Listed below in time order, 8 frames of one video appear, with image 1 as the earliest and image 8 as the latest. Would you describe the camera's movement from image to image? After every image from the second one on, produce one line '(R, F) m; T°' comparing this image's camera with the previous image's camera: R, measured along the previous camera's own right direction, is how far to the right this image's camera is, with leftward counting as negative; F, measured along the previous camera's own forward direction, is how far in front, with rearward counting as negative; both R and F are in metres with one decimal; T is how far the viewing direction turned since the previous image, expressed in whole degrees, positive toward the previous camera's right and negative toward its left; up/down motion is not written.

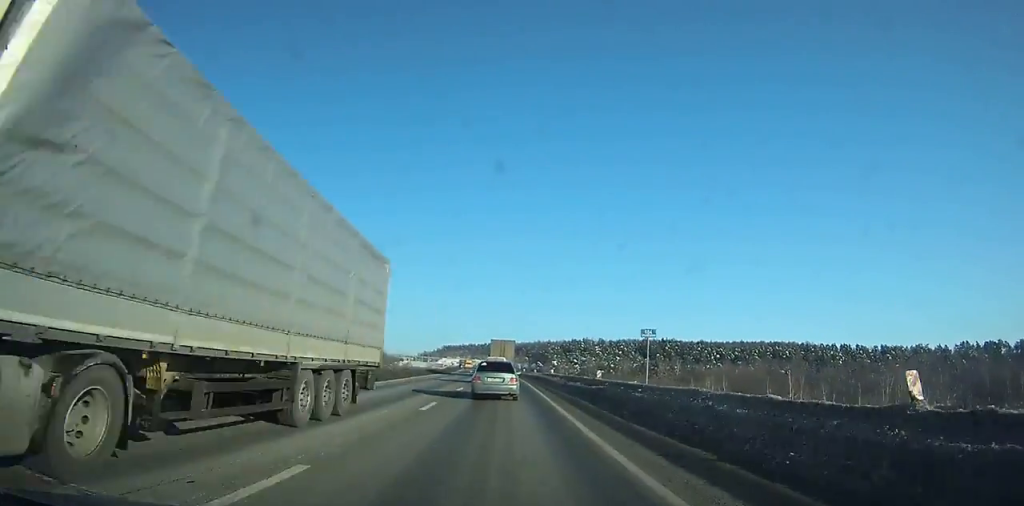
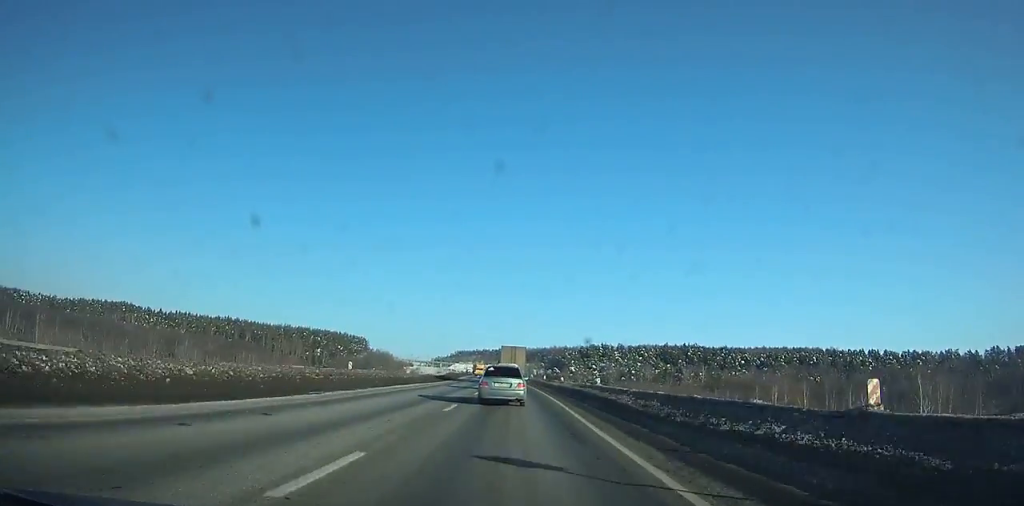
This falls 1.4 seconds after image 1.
(-0.3, +22.1) m; -1°
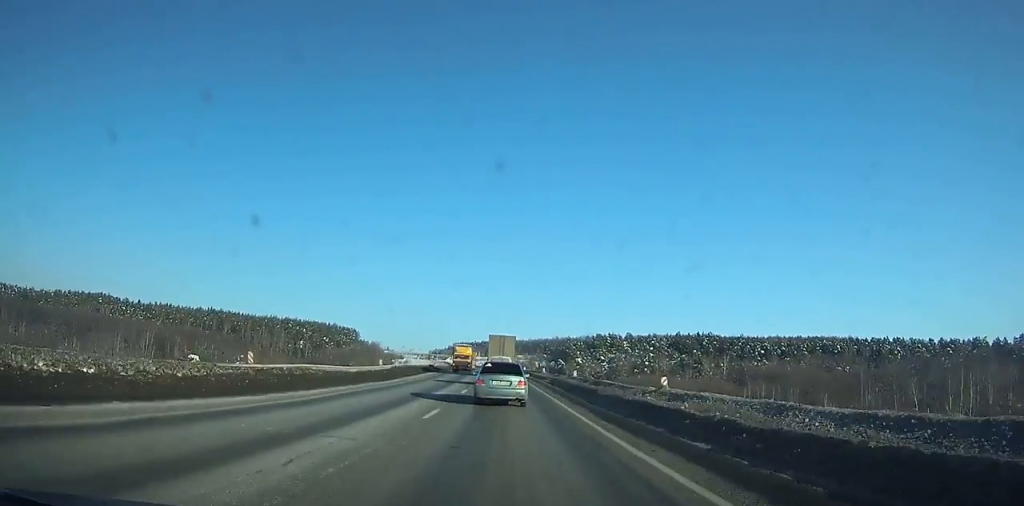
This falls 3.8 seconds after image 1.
(-0.3, +36.8) m; -1°
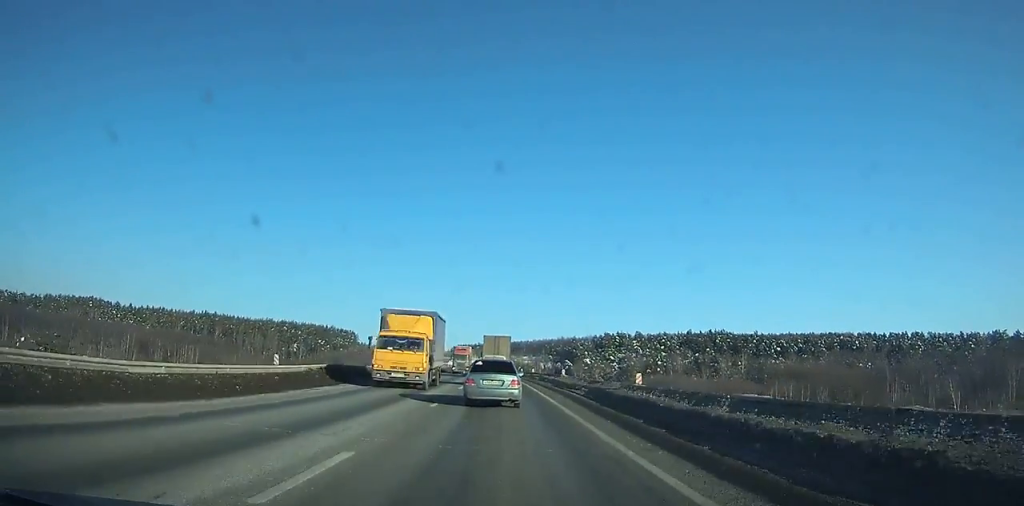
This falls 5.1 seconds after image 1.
(0.0, +19.4) m; -1°
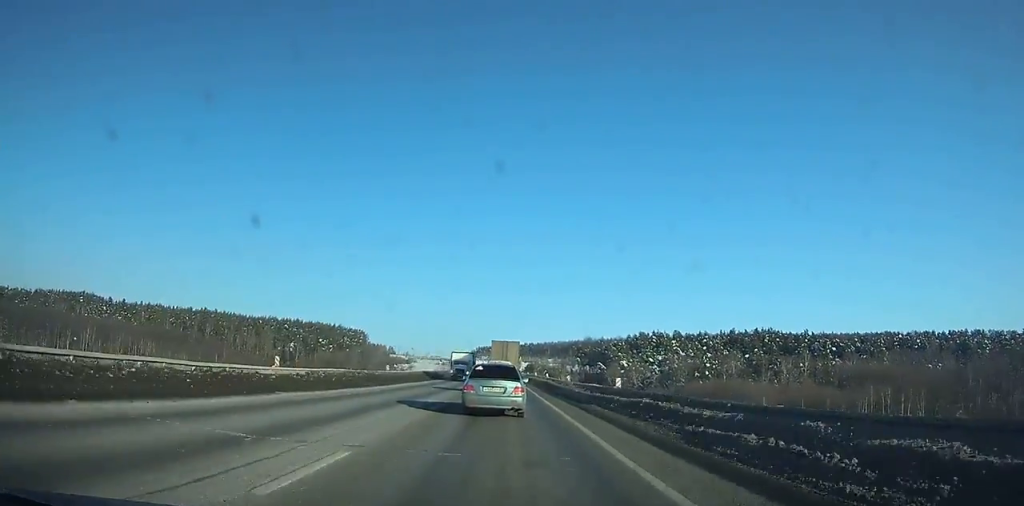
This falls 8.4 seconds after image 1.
(-0.7, +47.1) m; -1°
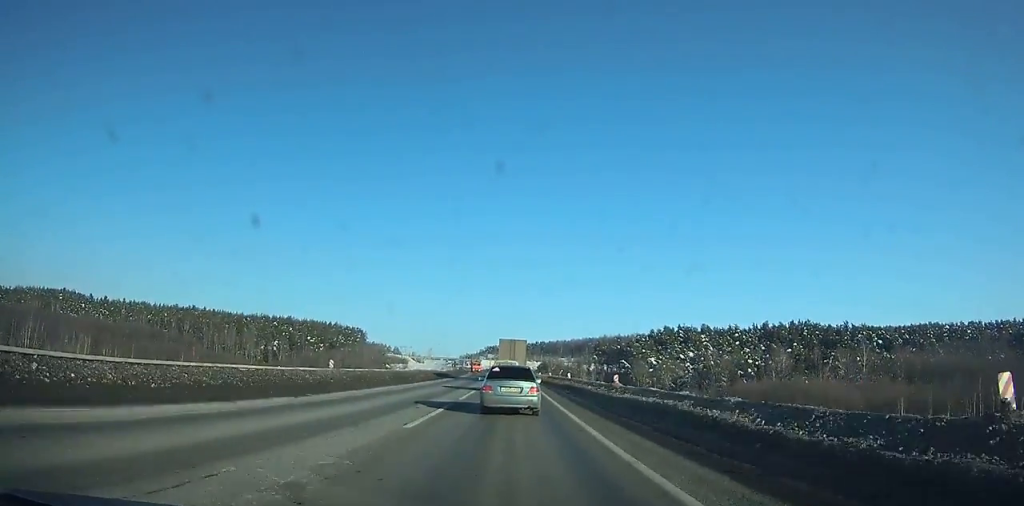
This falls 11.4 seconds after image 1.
(-0.2, +40.9) m; 0°
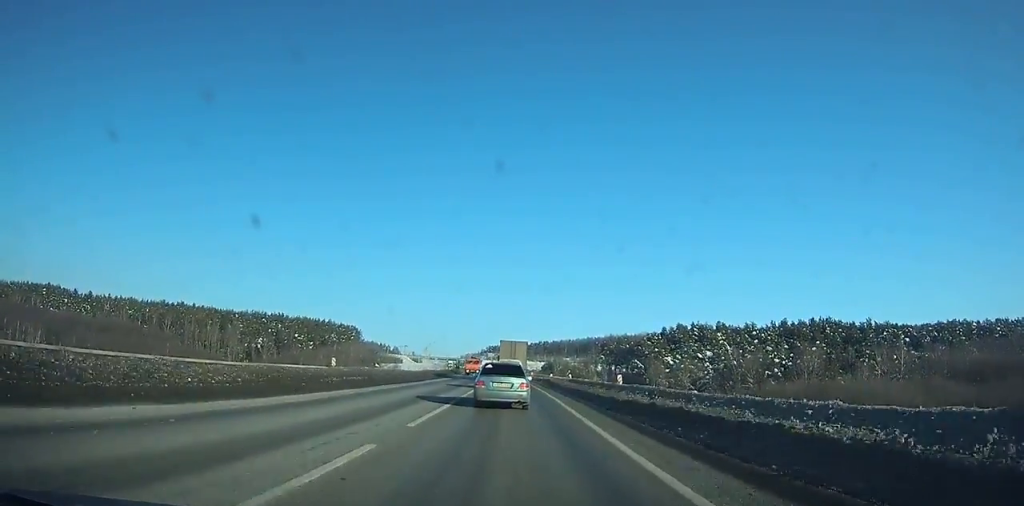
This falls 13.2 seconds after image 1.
(-0.1, +24.2) m; +2°
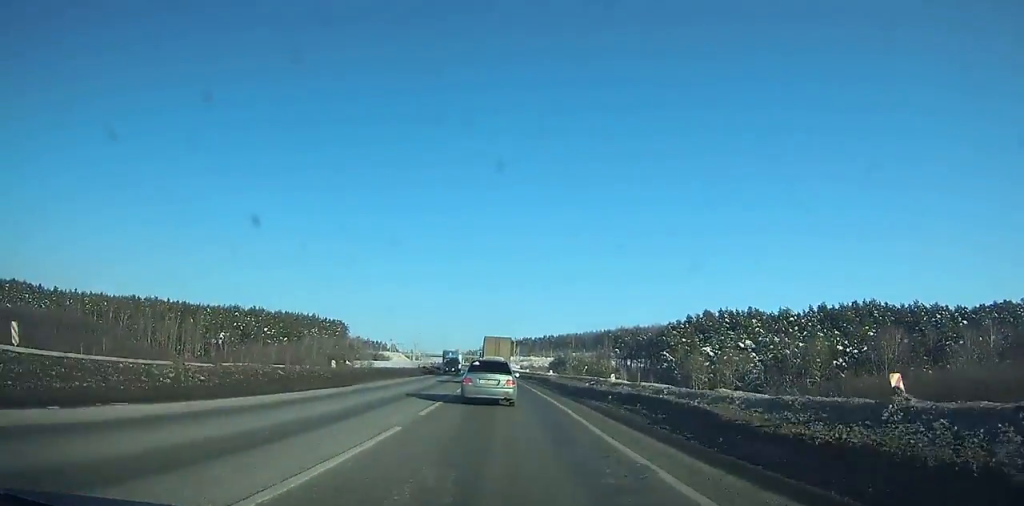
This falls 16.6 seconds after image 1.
(+1.6, +45.6) m; -2°
